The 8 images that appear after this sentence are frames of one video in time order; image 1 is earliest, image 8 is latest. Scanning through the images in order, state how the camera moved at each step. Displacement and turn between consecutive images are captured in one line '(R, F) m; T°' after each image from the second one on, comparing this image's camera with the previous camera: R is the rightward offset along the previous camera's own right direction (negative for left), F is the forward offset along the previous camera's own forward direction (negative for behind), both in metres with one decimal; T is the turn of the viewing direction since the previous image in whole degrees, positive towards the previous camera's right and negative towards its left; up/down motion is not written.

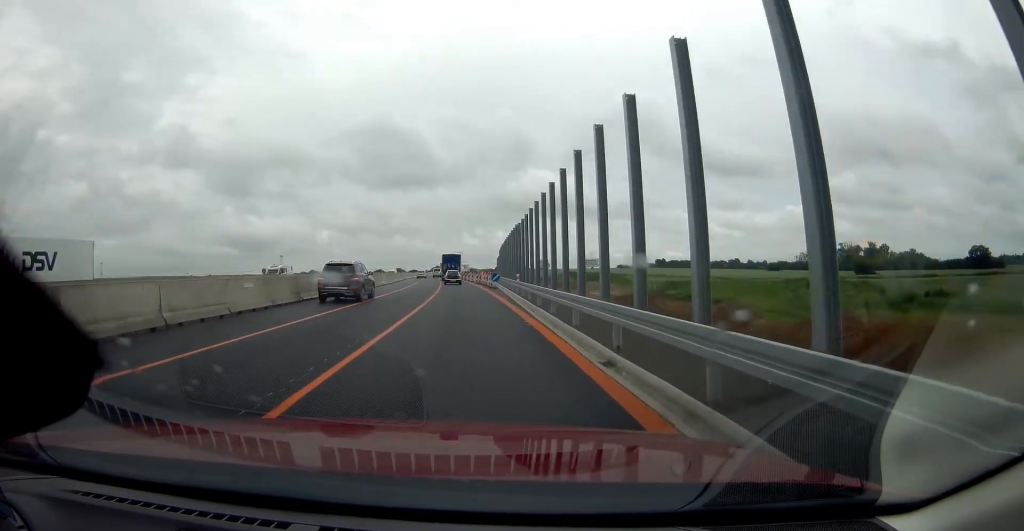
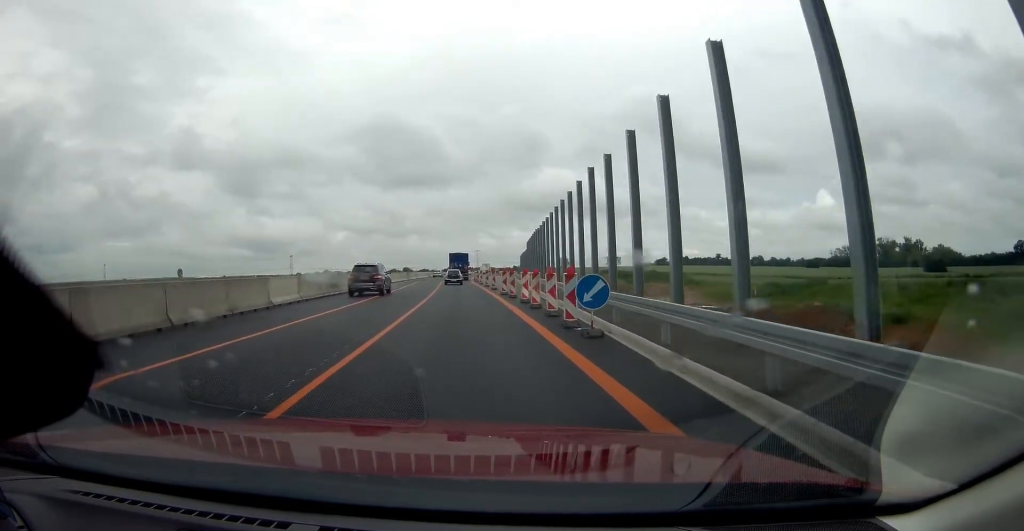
(0.0, +31.8) m; 0°
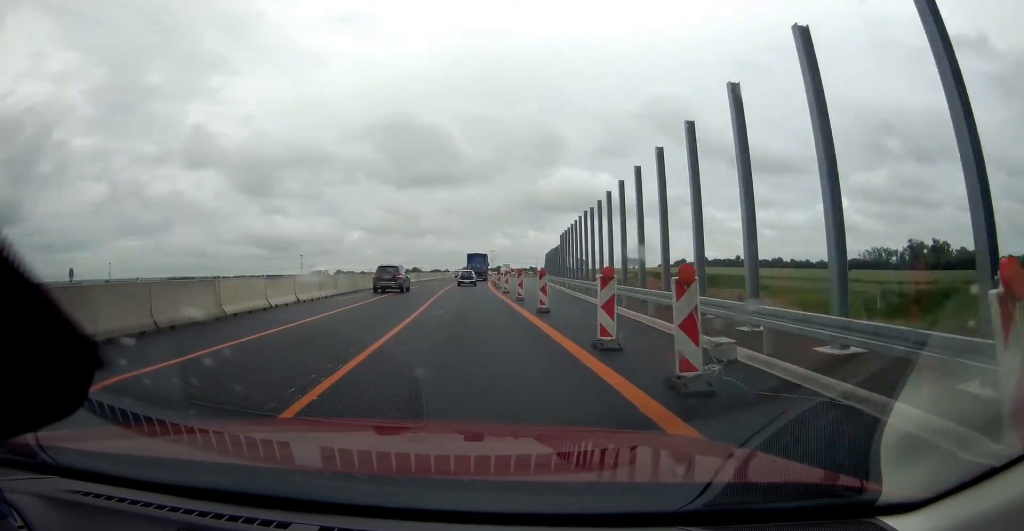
(-0.1, +21.2) m; -1°
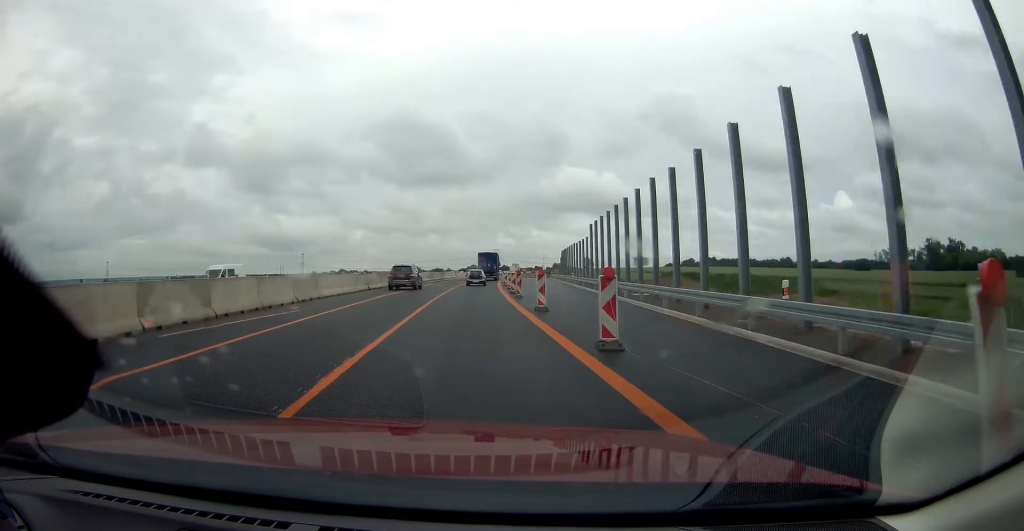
(-0.2, +16.4) m; -1°
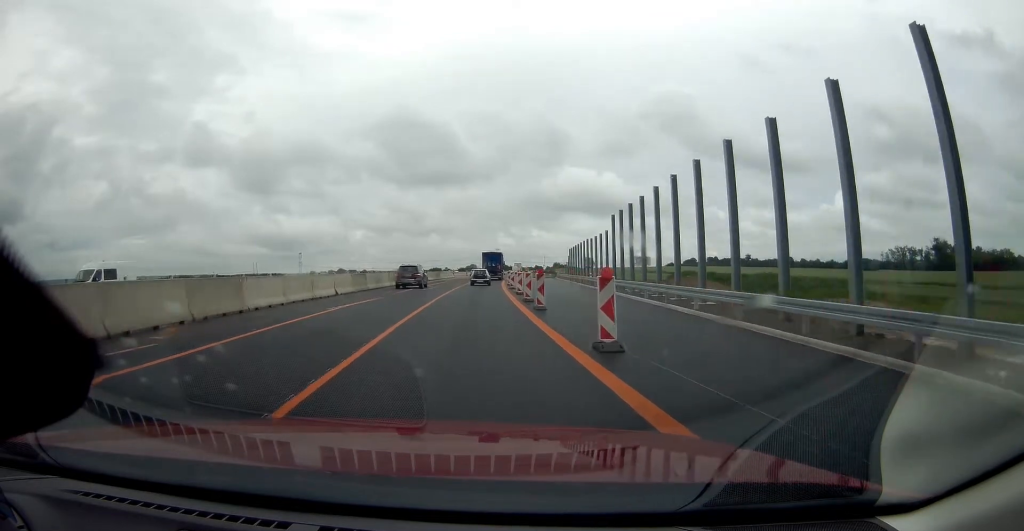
(0.0, +9.4) m; -1°
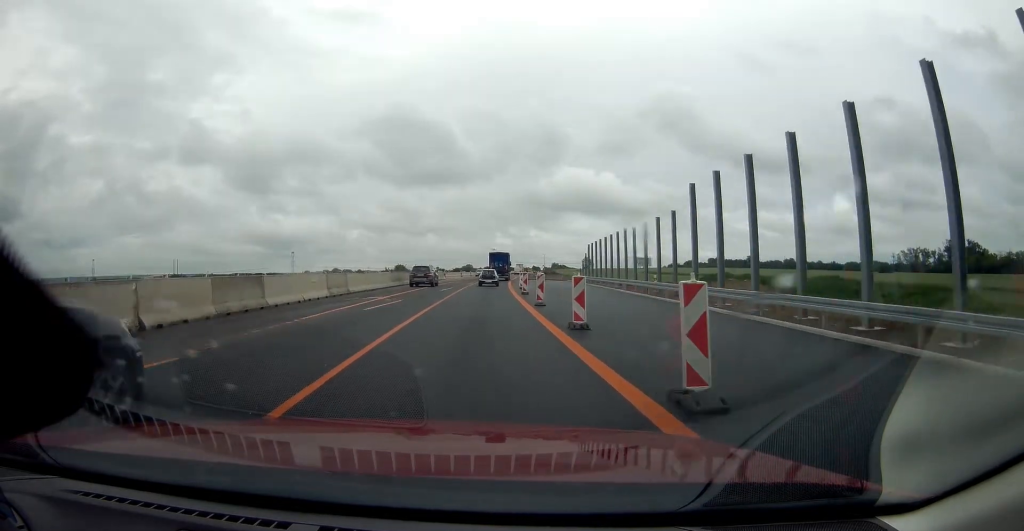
(-0.3, +18.6) m; 0°
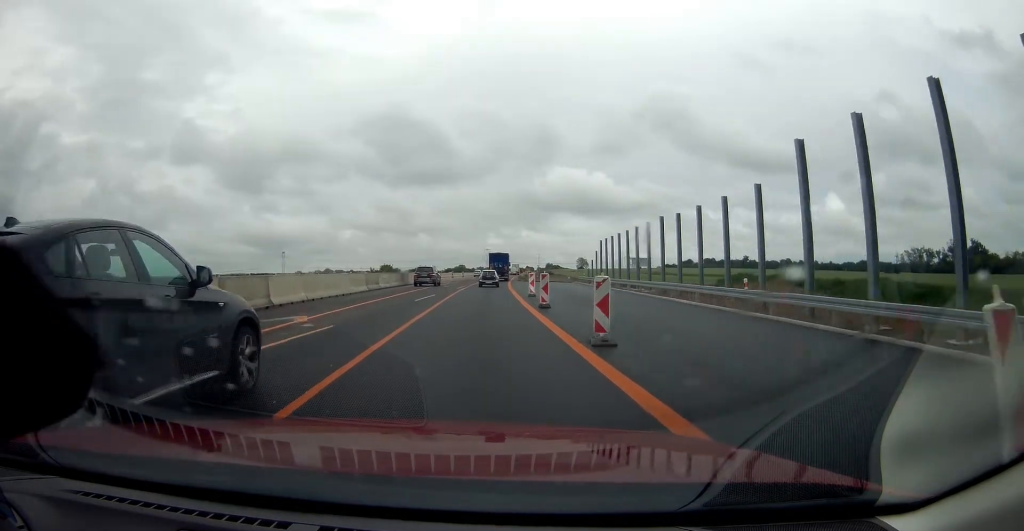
(-0.1, +11.6) m; +1°
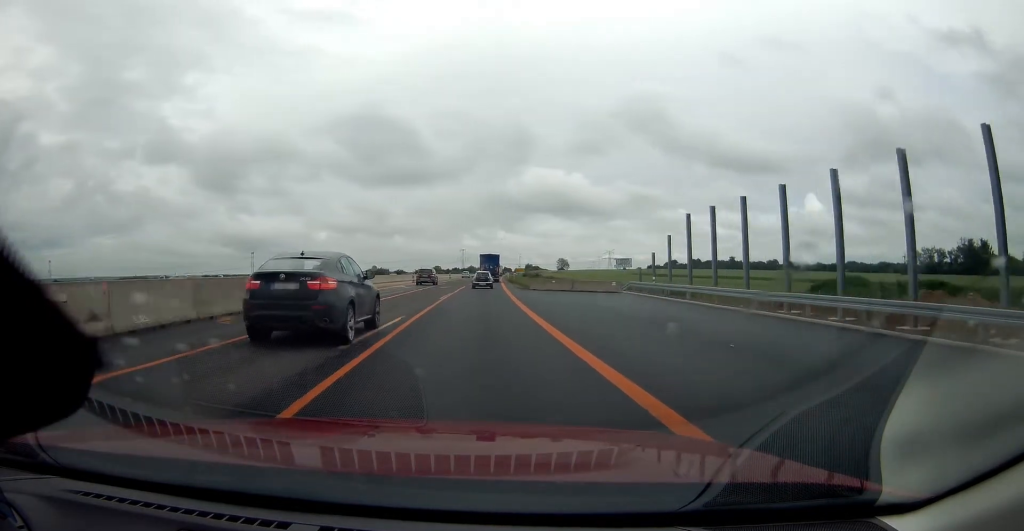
(+1.1, +33.1) m; +3°
